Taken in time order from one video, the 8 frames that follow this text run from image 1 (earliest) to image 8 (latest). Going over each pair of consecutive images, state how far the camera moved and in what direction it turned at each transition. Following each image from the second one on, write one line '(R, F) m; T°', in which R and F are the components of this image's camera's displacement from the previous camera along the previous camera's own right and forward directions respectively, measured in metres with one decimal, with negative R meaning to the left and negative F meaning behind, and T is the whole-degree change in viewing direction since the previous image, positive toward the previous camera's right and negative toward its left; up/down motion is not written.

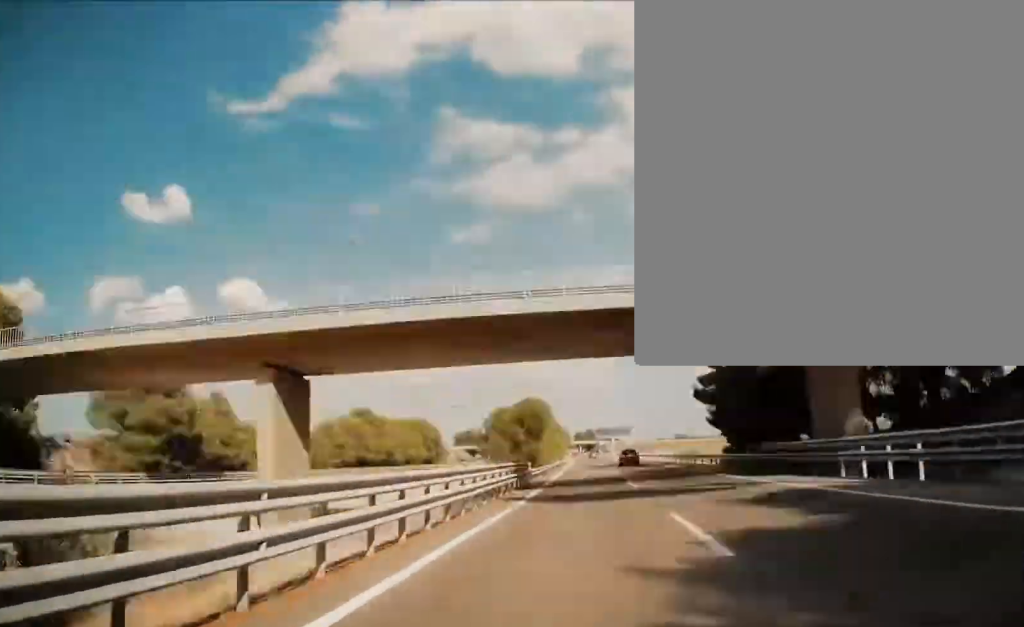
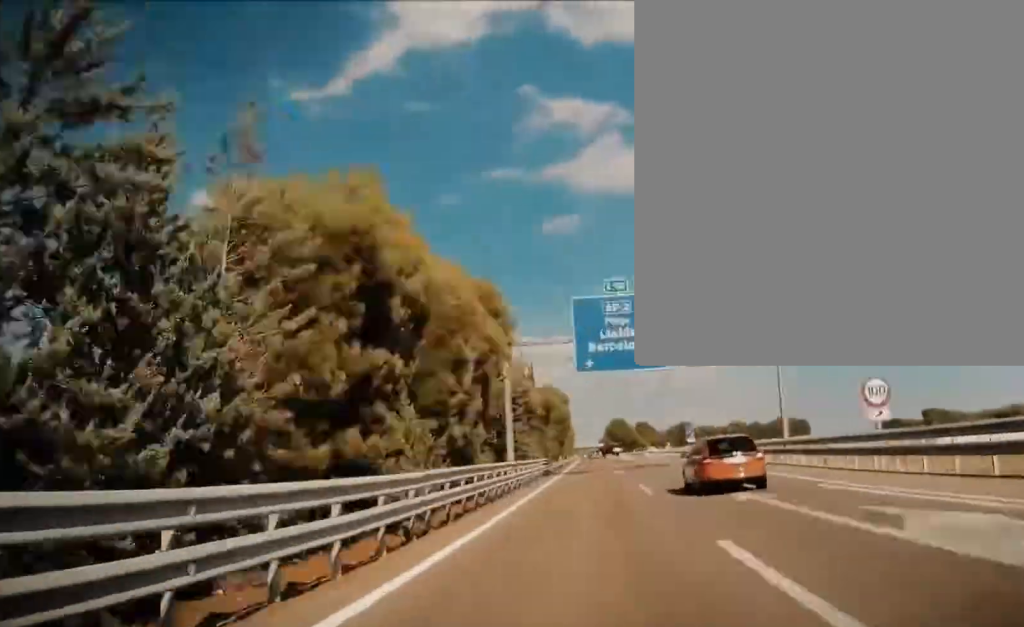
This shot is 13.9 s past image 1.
(-27.7, +507.4) m; -5°
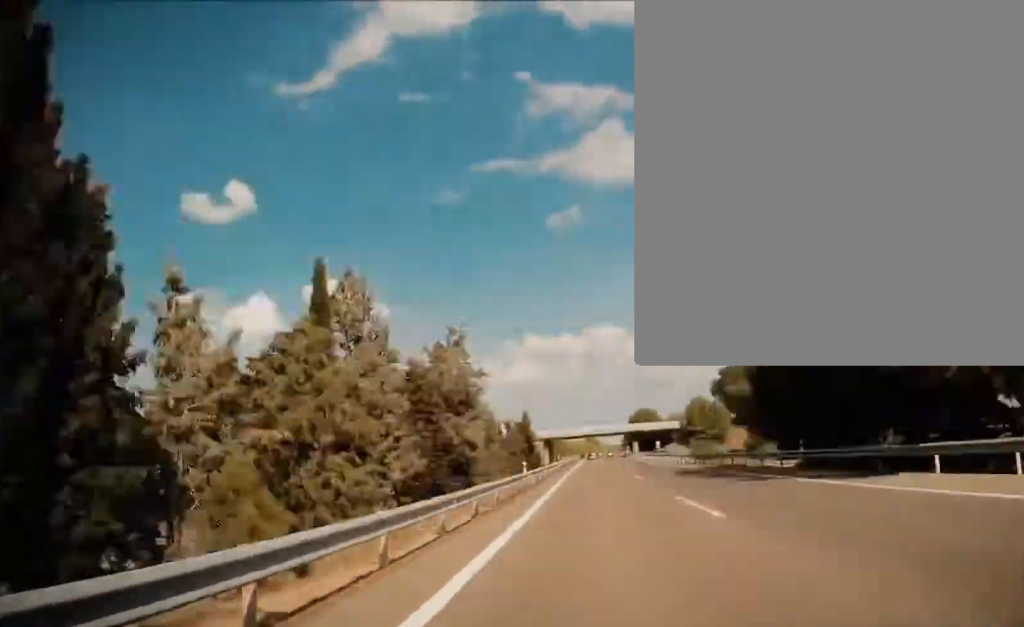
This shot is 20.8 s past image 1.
(-2.7, +253.5) m; +1°
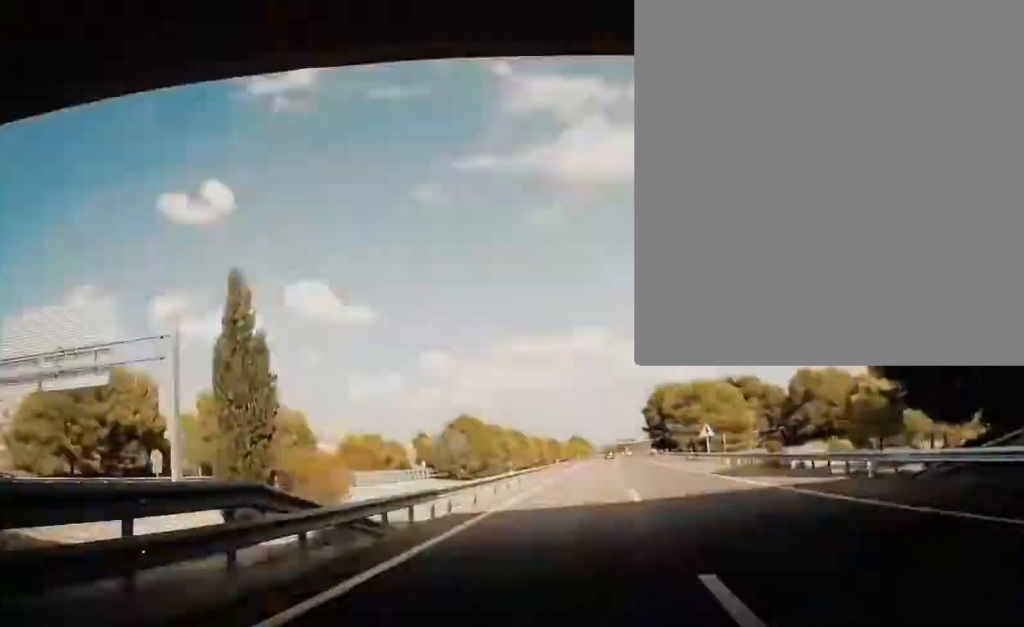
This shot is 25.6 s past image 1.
(+0.2, +177.9) m; +2°
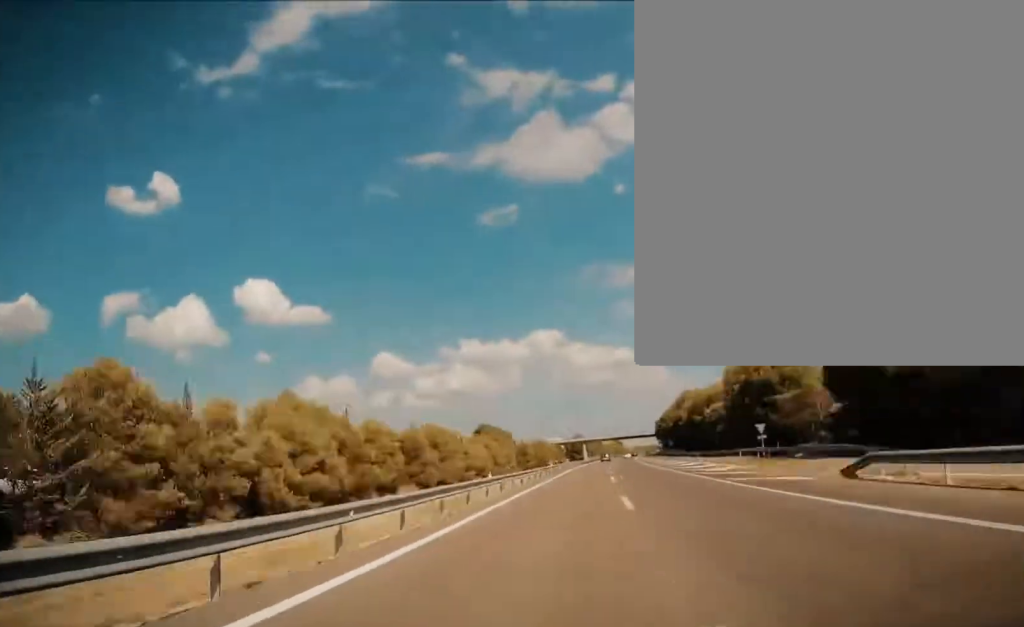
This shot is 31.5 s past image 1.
(+7.2, +221.7) m; +4°
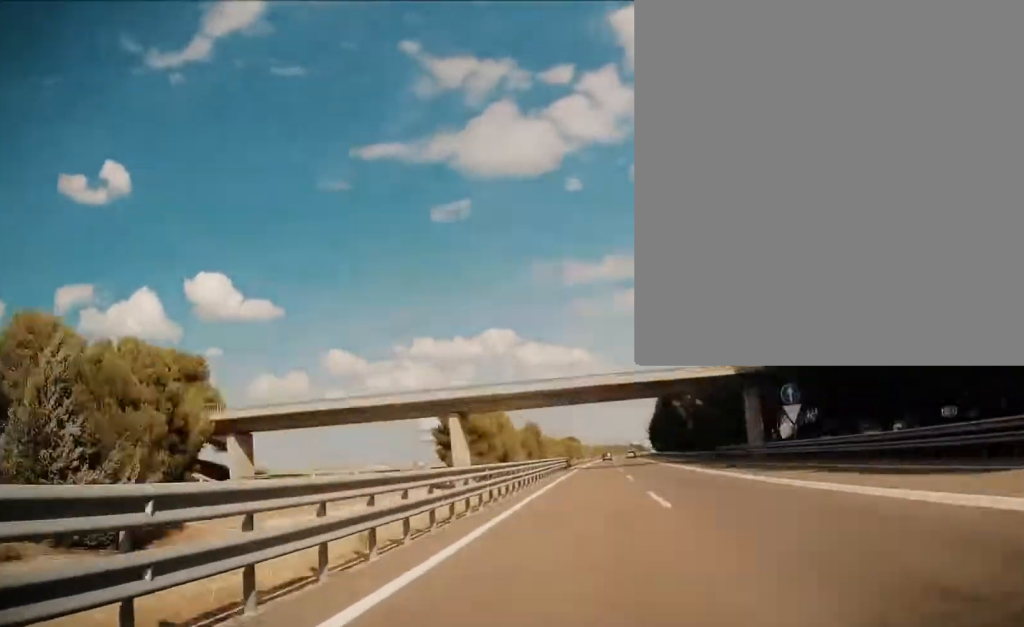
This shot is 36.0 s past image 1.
(+2.5, +173.5) m; +3°
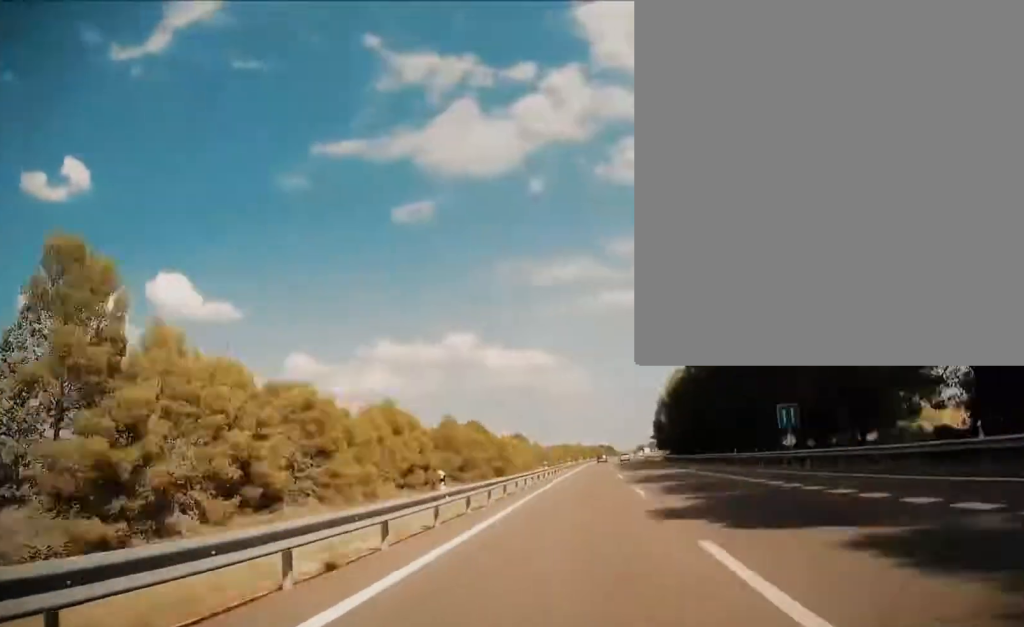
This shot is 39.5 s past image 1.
(+5.2, +135.0) m; +3°
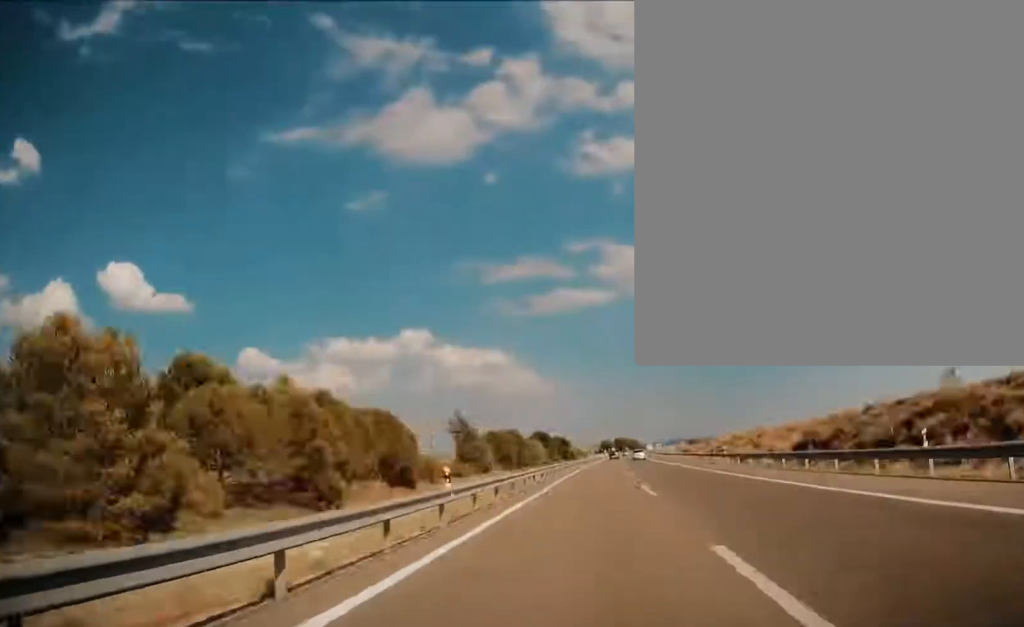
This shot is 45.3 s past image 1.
(+8.8, +230.2) m; +4°
